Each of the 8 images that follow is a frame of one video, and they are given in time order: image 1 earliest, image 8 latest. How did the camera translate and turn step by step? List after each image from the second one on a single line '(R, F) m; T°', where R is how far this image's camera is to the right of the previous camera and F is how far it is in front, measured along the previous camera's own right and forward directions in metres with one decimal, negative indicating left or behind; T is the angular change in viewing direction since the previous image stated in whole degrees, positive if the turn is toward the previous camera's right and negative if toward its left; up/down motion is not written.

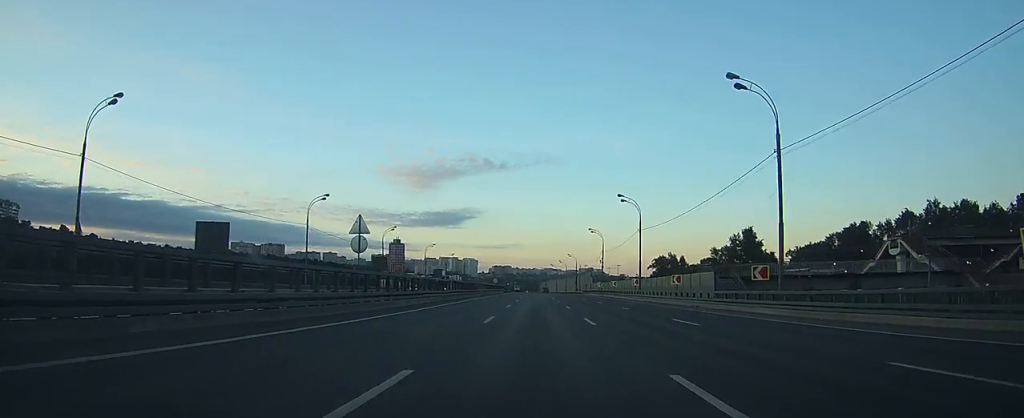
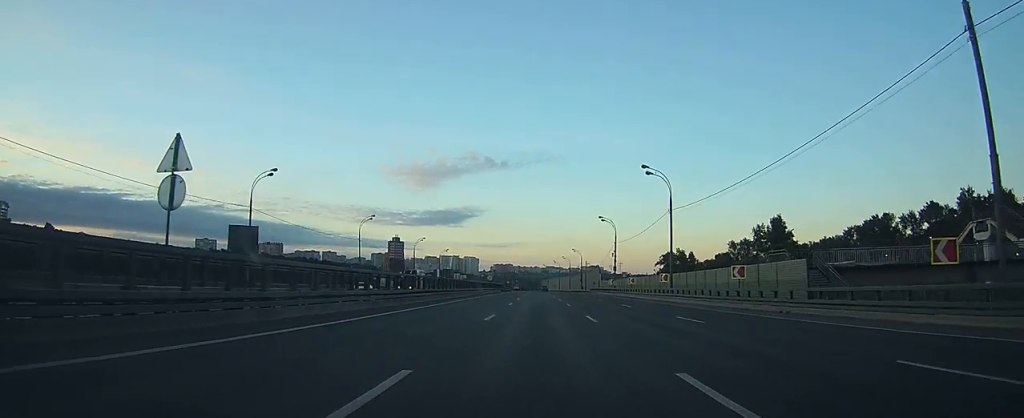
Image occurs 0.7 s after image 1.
(-0.4, +16.3) m; -1°
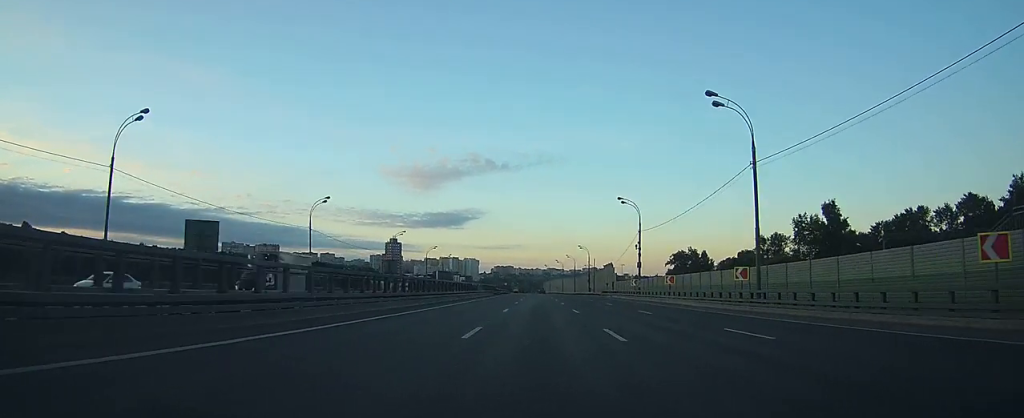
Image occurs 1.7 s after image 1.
(-0.2, +22.3) m; -1°
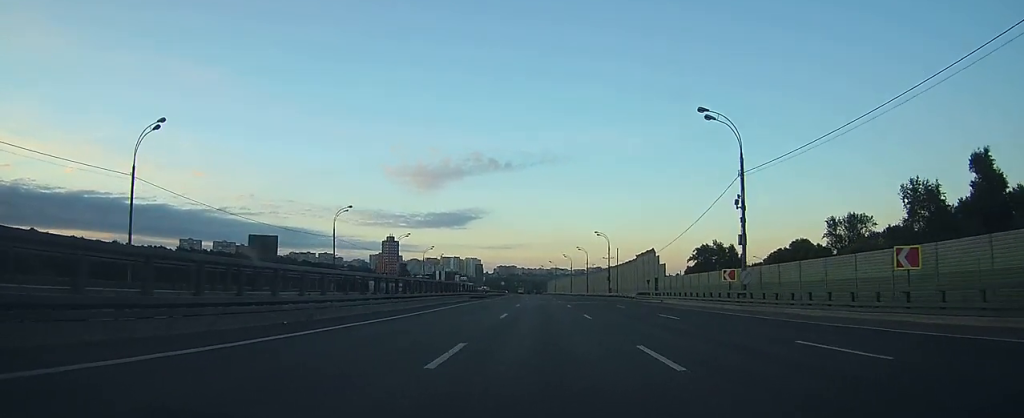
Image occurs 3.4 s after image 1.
(-0.2, +36.8) m; 0°
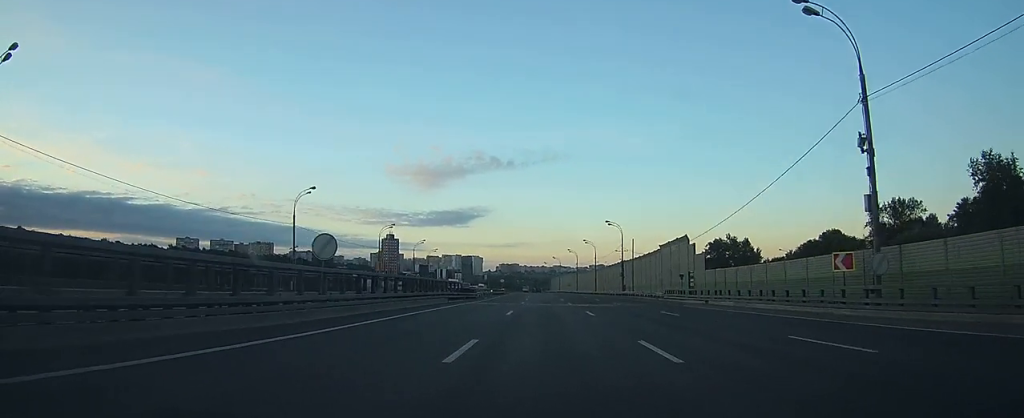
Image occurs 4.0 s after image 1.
(0.0, +15.1) m; 0°
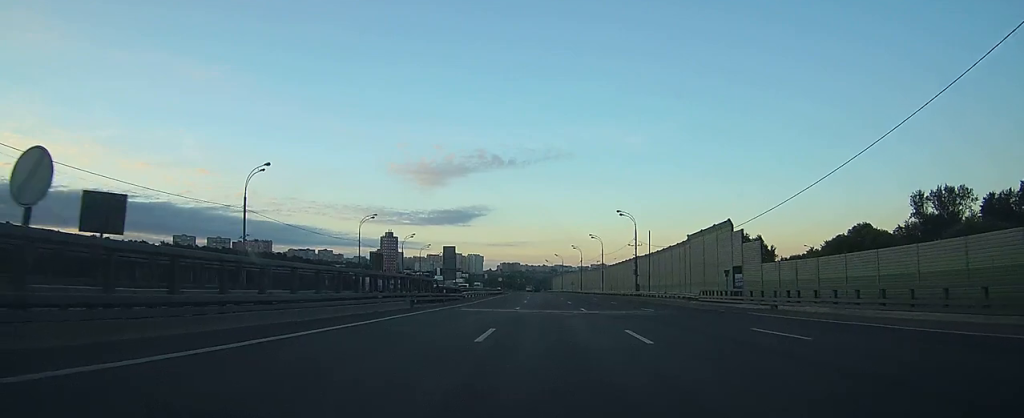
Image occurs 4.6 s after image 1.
(+0.1, +12.9) m; +1°
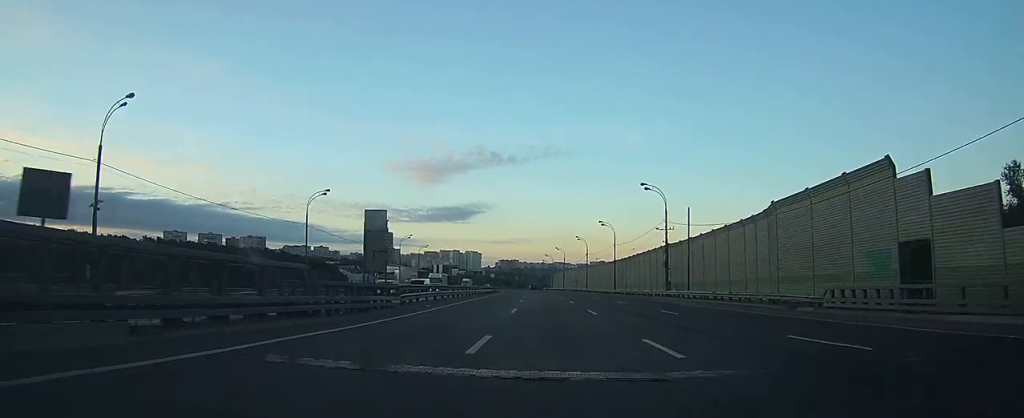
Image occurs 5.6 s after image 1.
(+0.2, +22.0) m; +1°
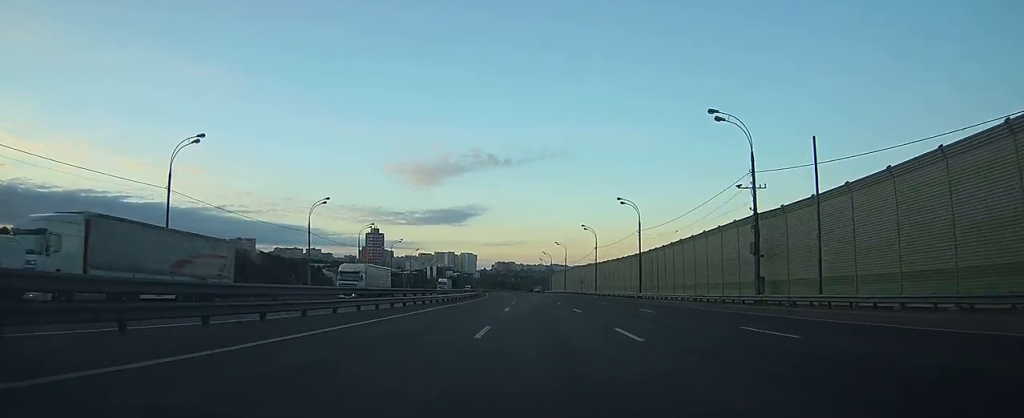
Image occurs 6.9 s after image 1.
(+0.2, +29.5) m; +1°
